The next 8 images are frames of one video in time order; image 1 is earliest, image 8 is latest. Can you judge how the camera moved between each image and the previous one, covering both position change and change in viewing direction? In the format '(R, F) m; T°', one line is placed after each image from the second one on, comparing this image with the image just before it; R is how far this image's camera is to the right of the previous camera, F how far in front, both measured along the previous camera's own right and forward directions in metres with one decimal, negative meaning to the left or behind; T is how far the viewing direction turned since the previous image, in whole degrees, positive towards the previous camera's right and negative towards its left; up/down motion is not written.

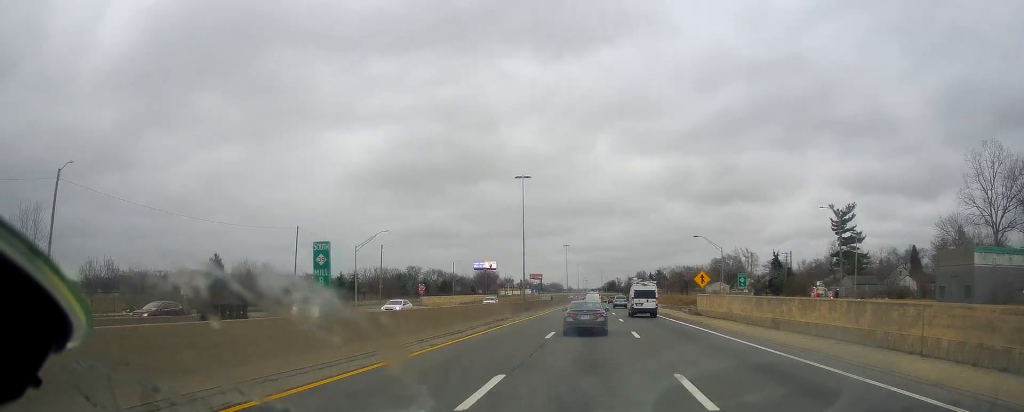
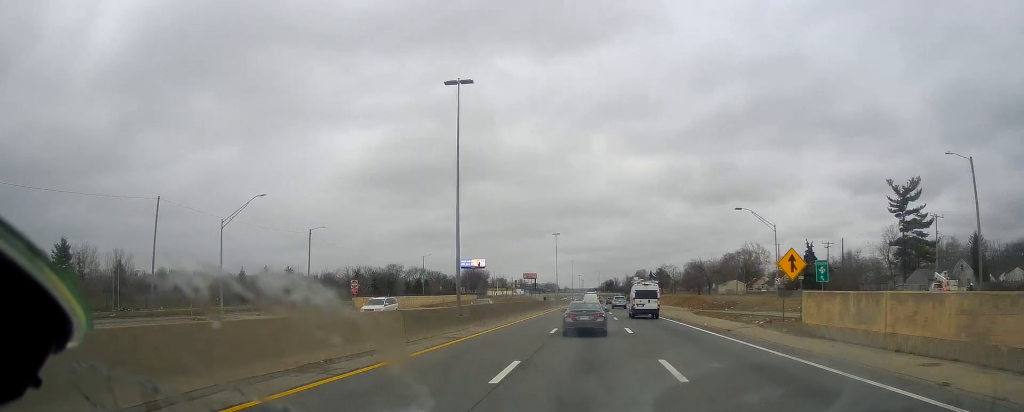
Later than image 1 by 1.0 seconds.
(+0.4, +27.1) m; +1°
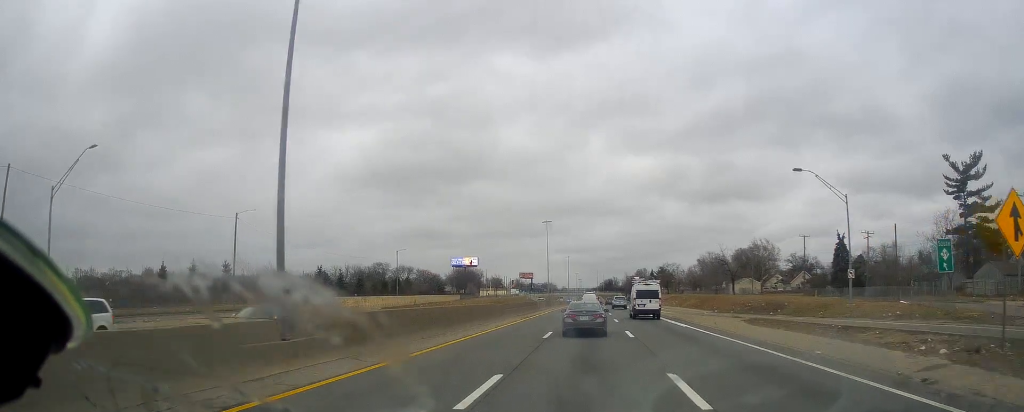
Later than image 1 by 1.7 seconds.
(0.0, +18.1) m; 0°
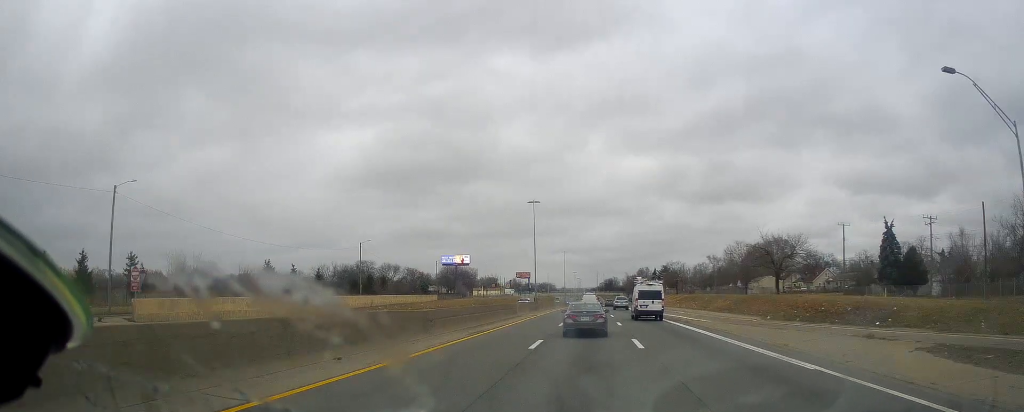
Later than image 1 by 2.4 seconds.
(-0.1, +19.9) m; +1°
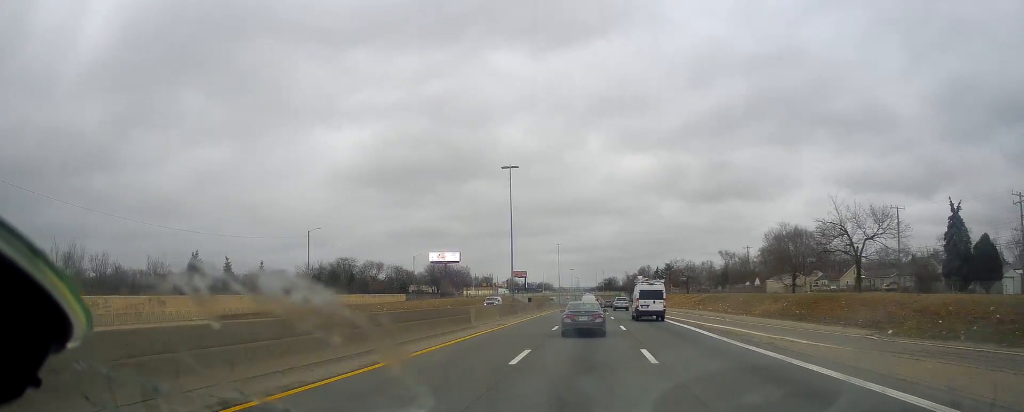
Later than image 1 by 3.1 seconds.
(+0.5, +19.9) m; 0°
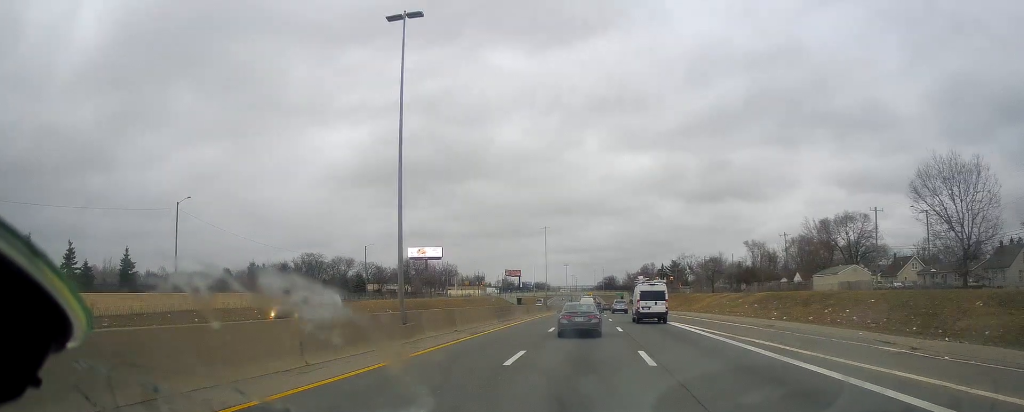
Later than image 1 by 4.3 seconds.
(-0.3, +30.8) m; -1°
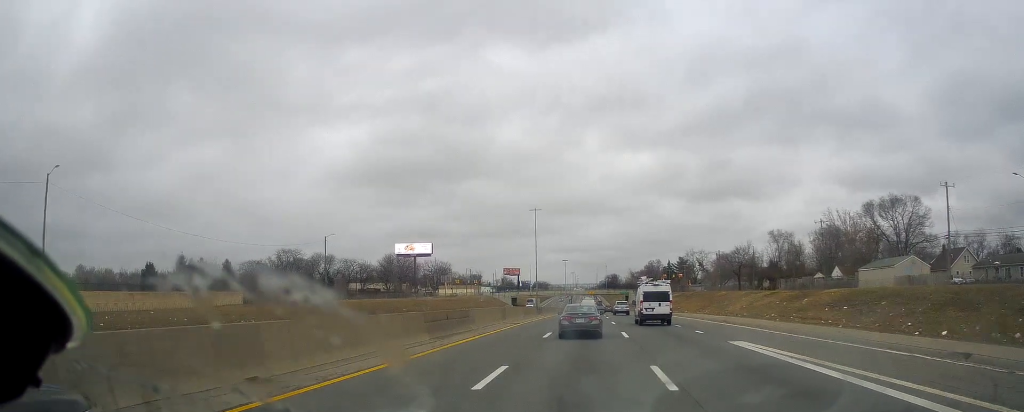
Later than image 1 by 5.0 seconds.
(-0.2, +19.1) m; 0°
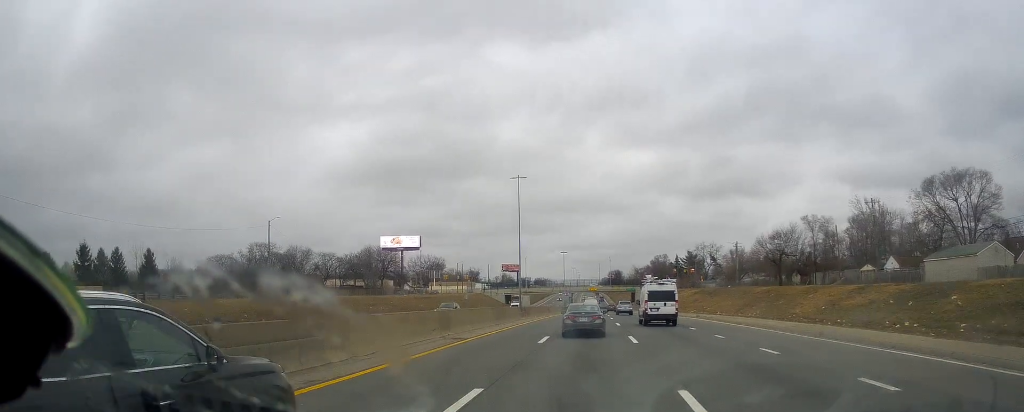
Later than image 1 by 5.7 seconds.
(0.0, +19.1) m; 0°
